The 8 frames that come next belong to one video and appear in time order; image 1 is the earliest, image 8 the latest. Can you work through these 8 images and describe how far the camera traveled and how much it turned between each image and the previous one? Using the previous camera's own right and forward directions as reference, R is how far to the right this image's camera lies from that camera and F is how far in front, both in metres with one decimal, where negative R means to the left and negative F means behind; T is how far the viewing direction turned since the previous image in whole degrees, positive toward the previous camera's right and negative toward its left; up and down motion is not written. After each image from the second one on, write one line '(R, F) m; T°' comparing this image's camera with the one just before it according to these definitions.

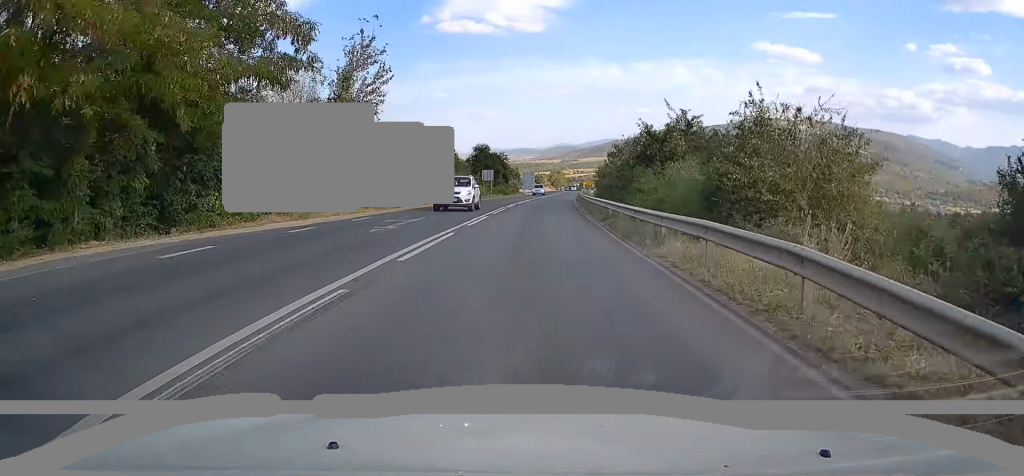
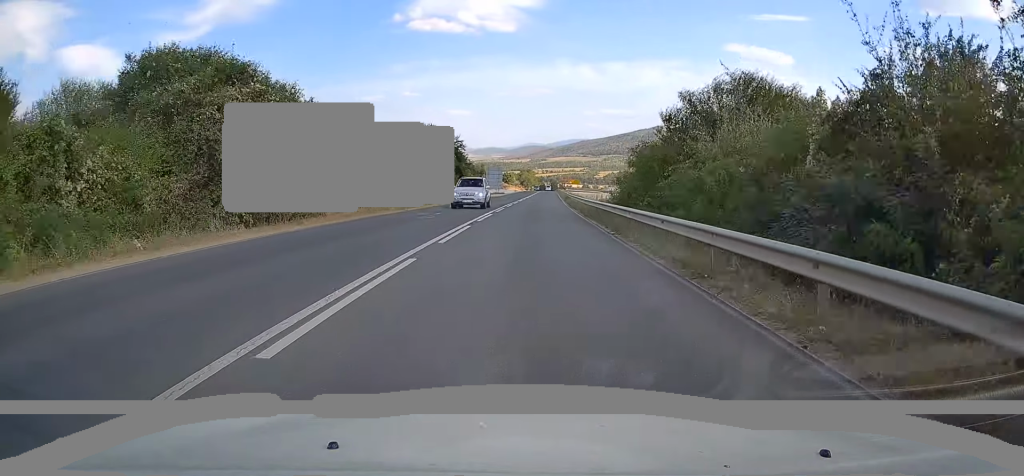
(+0.5, +32.2) m; +2°
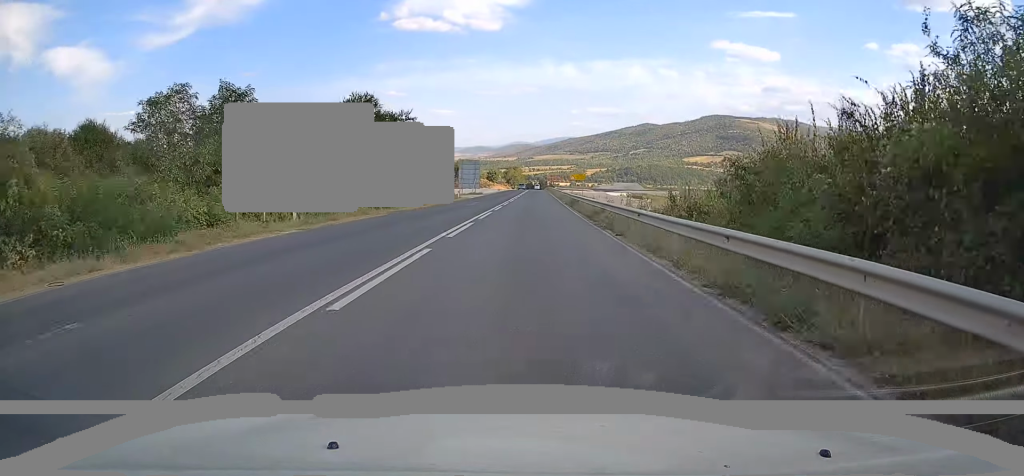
(+0.6, +25.0) m; +2°
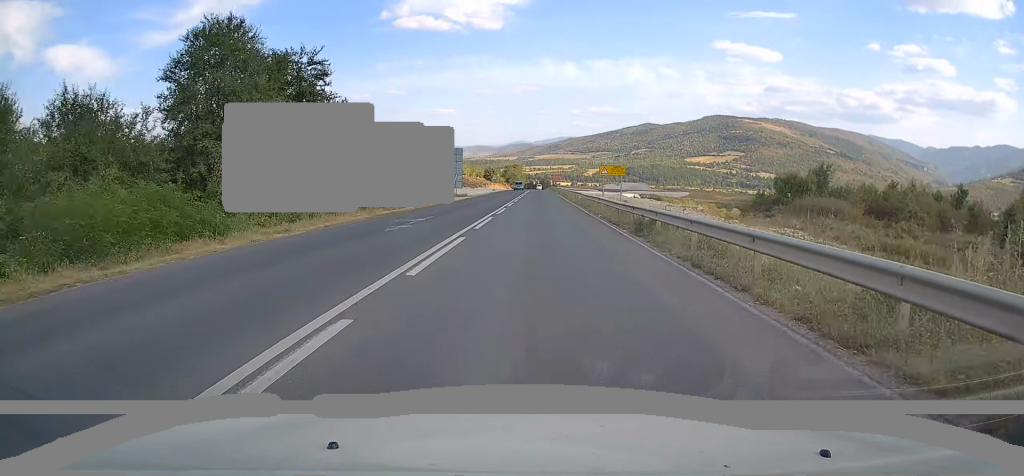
(+0.2, +24.3) m; +1°
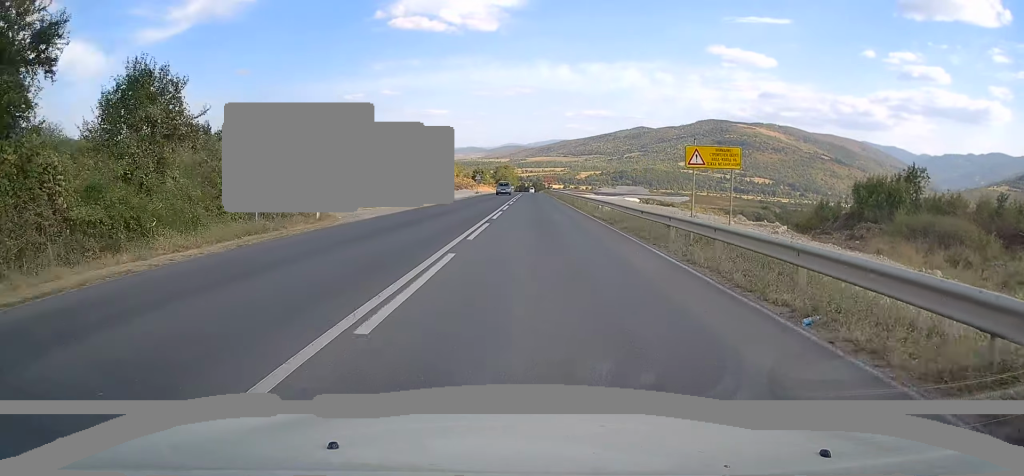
(+0.2, +21.2) m; 0°
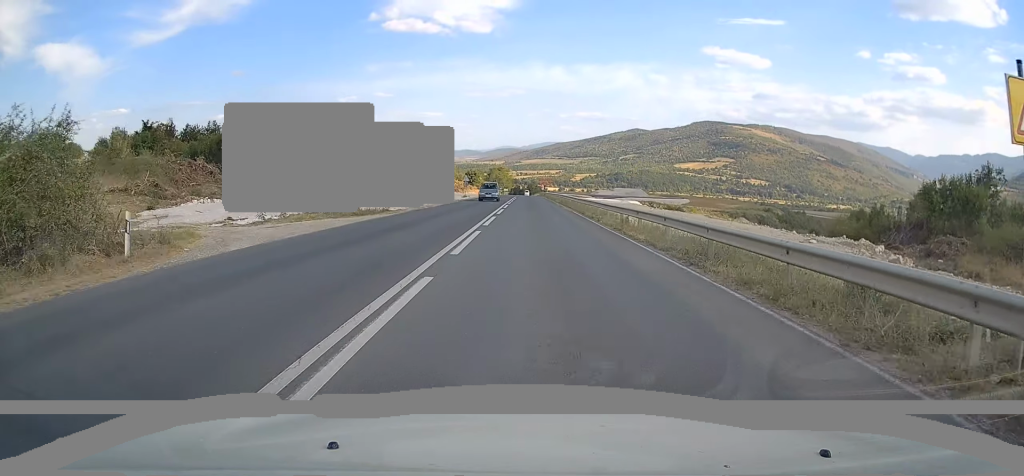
(-0.2, +11.6) m; 0°
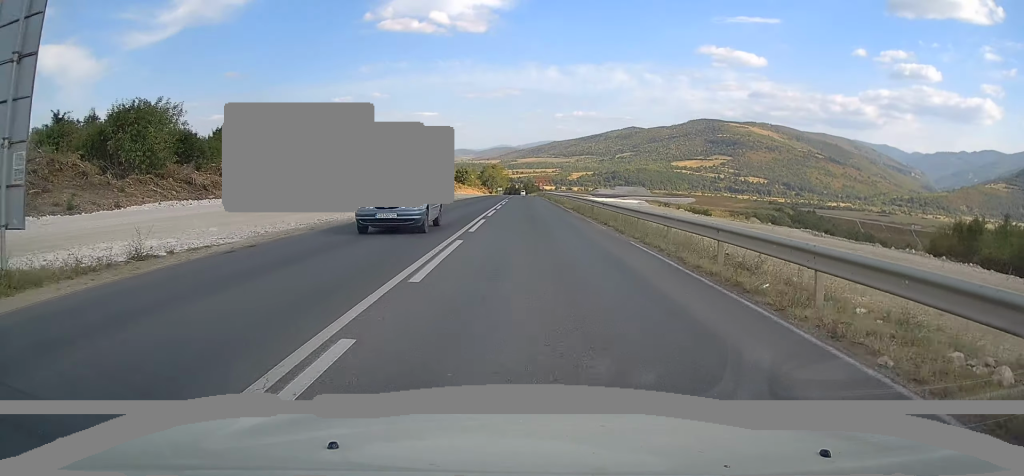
(+0.3, +21.1) m; 0°
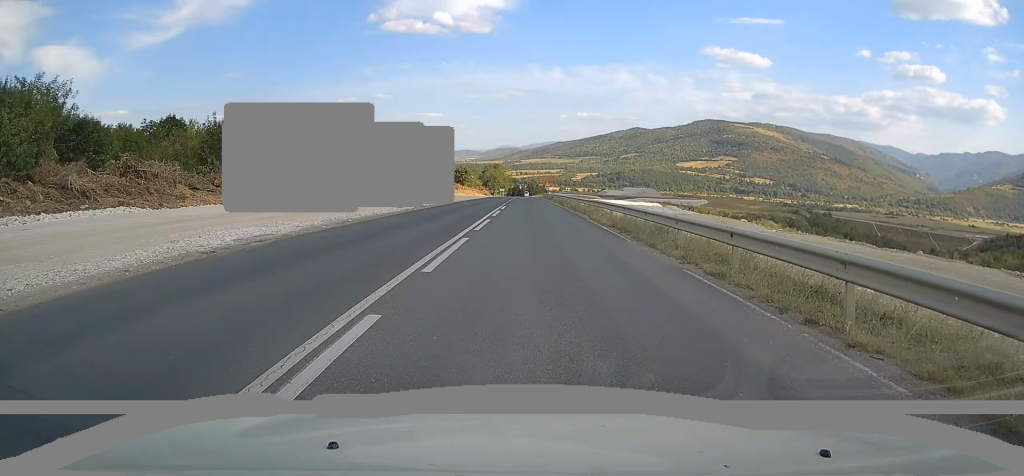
(-0.1, +16.8) m; 0°
